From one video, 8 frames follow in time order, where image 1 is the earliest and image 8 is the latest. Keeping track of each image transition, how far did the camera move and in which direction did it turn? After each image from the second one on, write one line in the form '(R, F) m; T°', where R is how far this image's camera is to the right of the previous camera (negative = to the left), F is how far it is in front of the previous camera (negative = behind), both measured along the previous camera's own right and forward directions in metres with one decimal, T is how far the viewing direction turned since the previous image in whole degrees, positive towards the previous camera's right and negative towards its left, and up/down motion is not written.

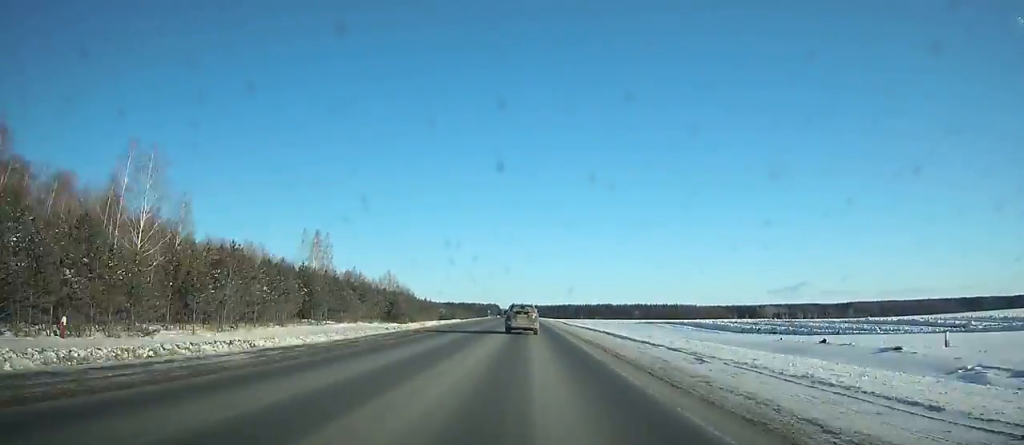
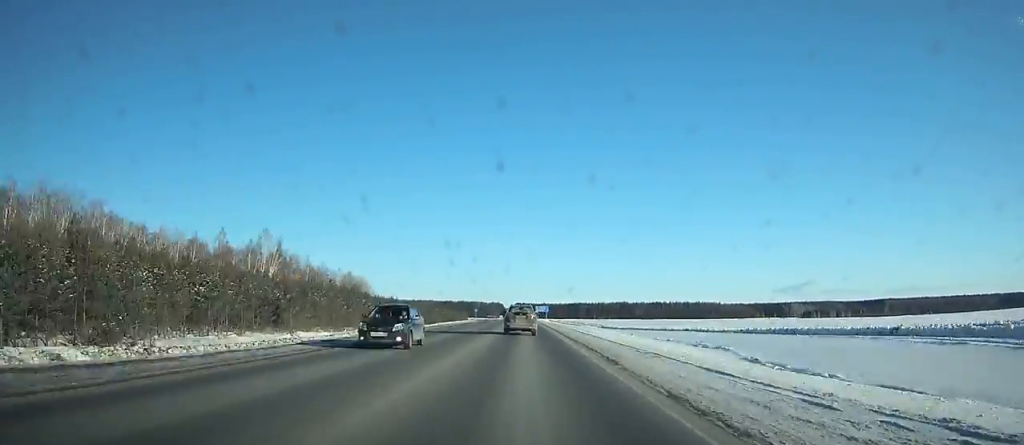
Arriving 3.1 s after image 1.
(-0.5, +84.3) m; -1°
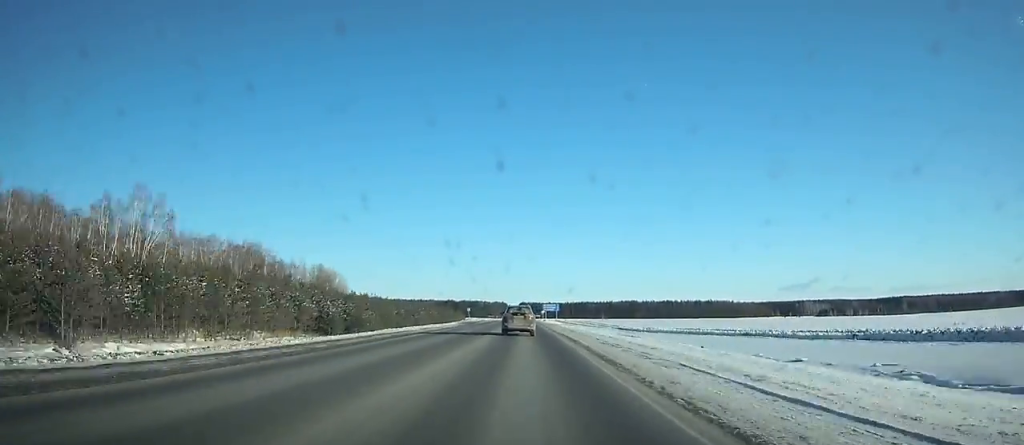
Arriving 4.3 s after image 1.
(-0.2, +32.4) m; 0°
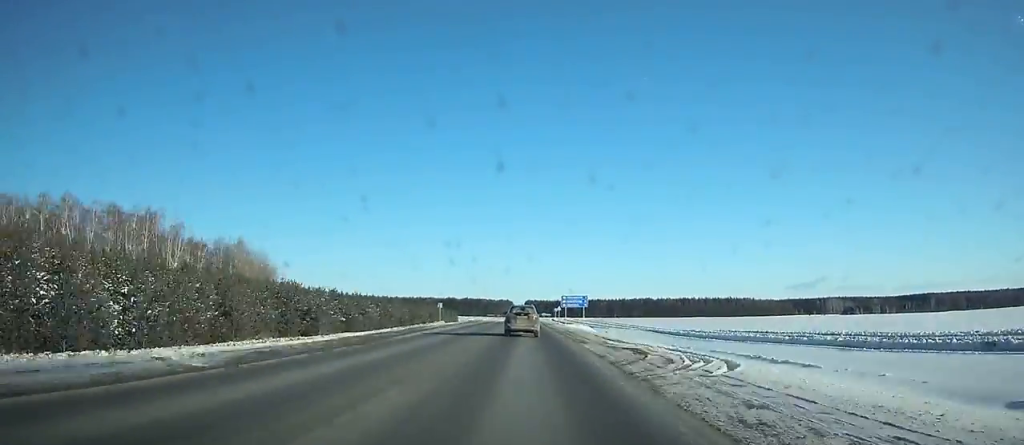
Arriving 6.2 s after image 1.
(-0.2, +50.9) m; 0°
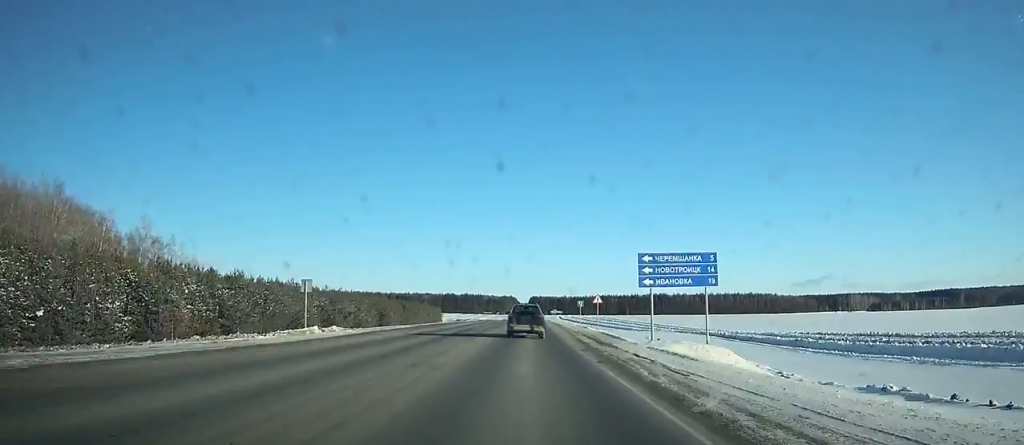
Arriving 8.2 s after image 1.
(-0.3, +53.0) m; 0°
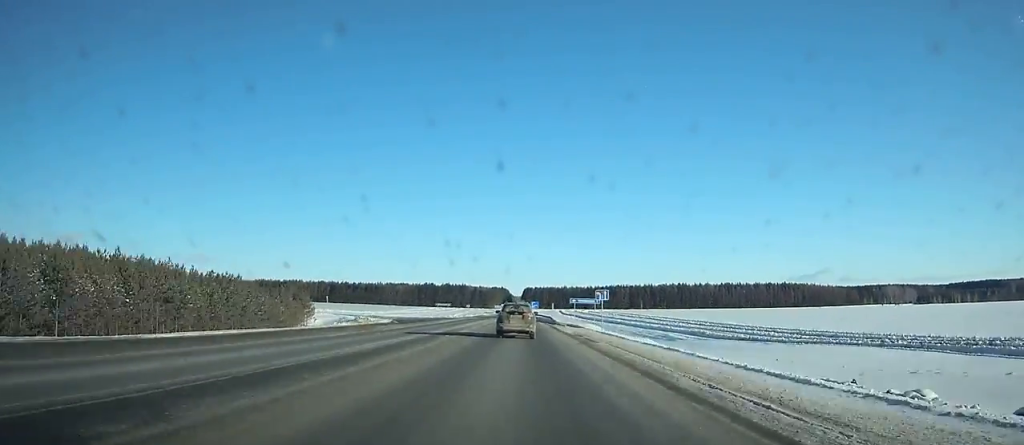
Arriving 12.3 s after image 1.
(+0.2, +105.7) m; 0°
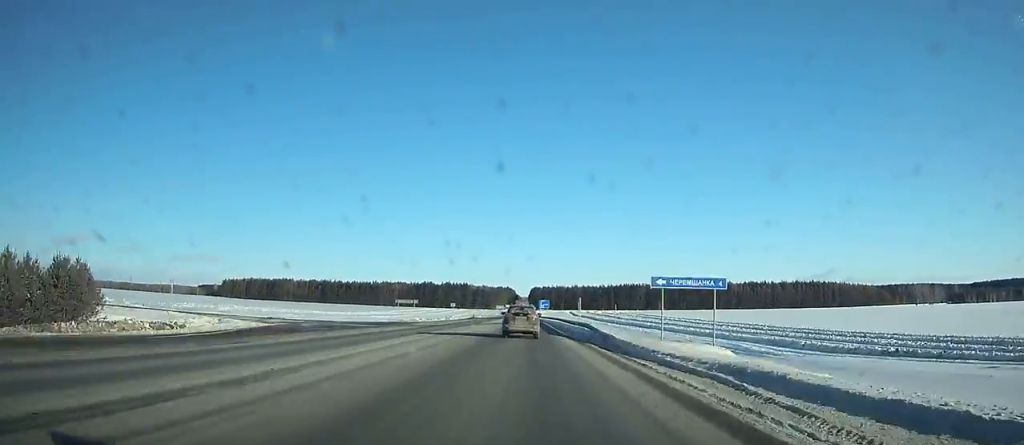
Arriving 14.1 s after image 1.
(+0.1, +45.4) m; 0°
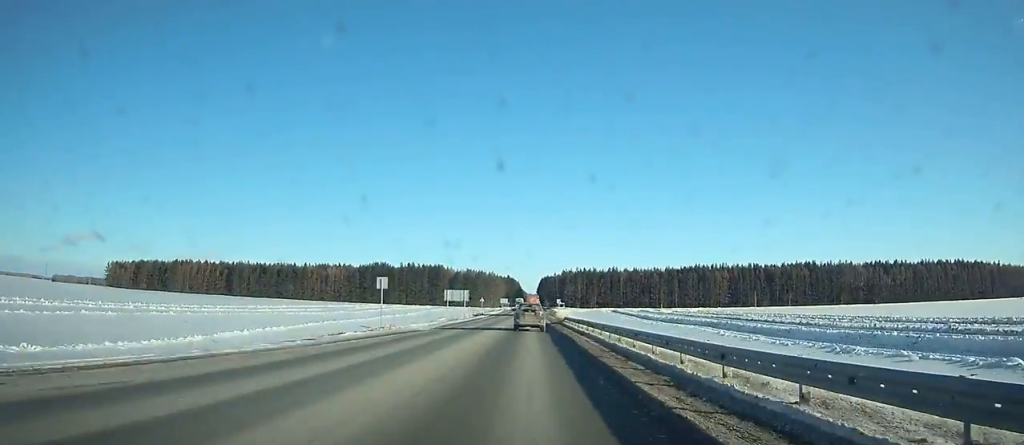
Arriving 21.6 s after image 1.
(-2.9, +186.1) m; -1°
